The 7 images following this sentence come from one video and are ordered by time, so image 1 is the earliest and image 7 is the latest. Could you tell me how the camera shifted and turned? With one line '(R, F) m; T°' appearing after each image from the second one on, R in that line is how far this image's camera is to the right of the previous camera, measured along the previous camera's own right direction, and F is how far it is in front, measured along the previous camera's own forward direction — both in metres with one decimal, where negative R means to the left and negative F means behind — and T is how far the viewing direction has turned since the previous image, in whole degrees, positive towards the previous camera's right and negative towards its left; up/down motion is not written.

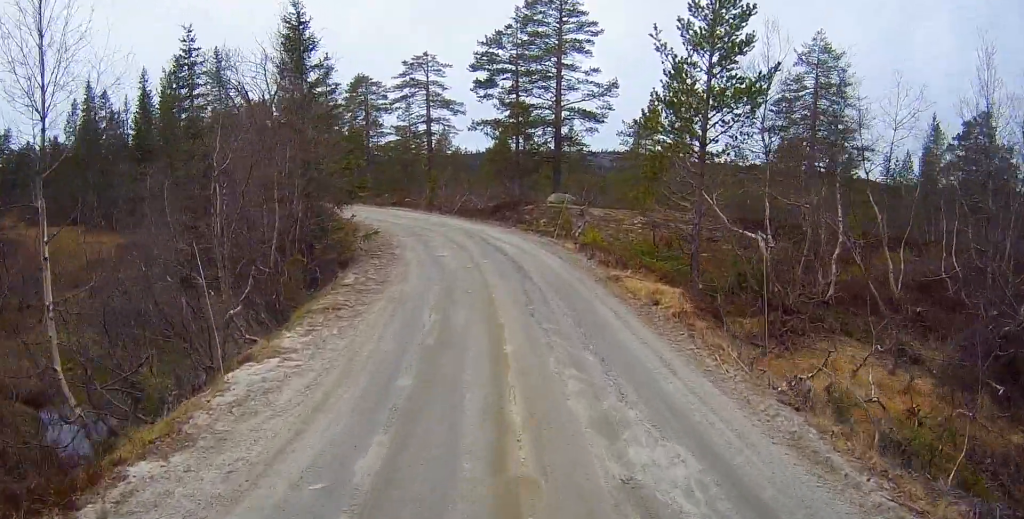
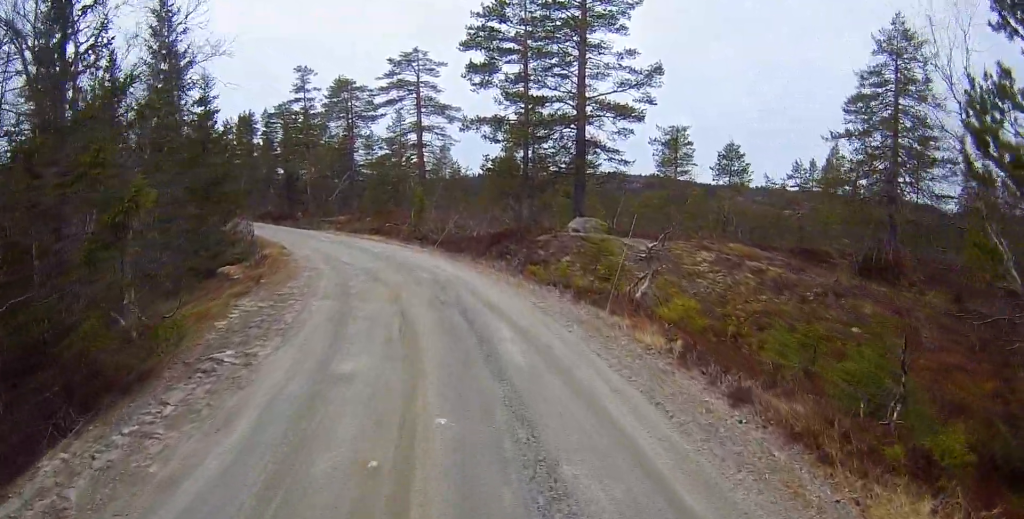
(+0.1, +10.1) m; -2°
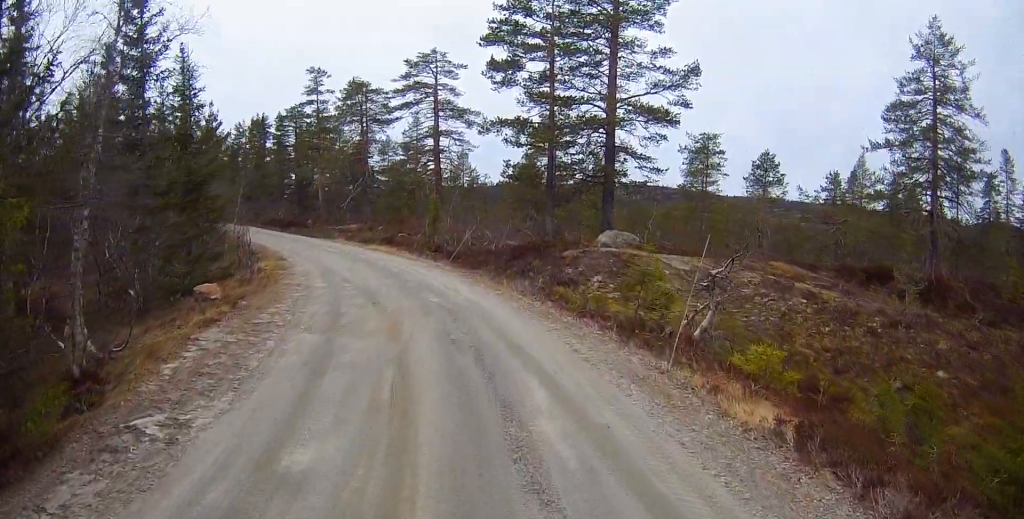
(-0.1, +2.3) m; -1°
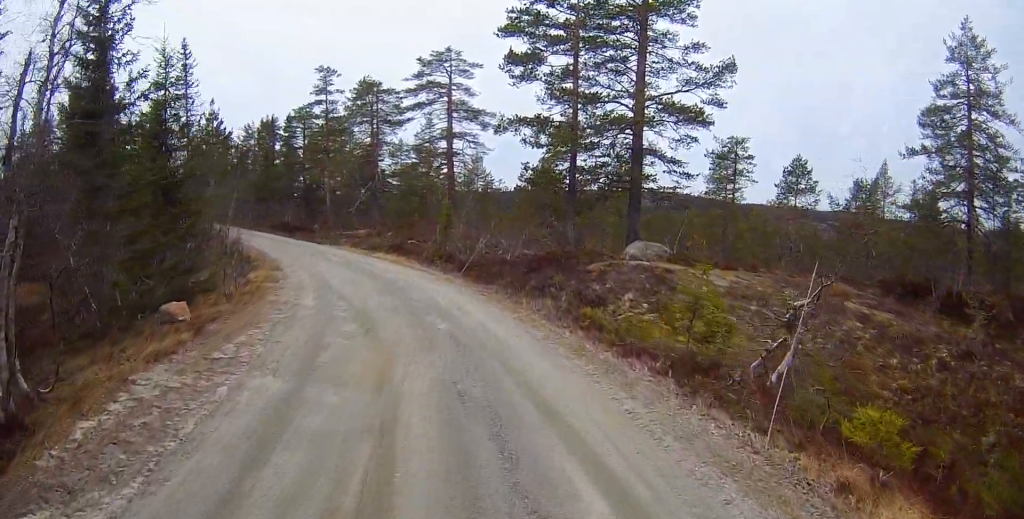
(0.0, +2.2) m; -2°
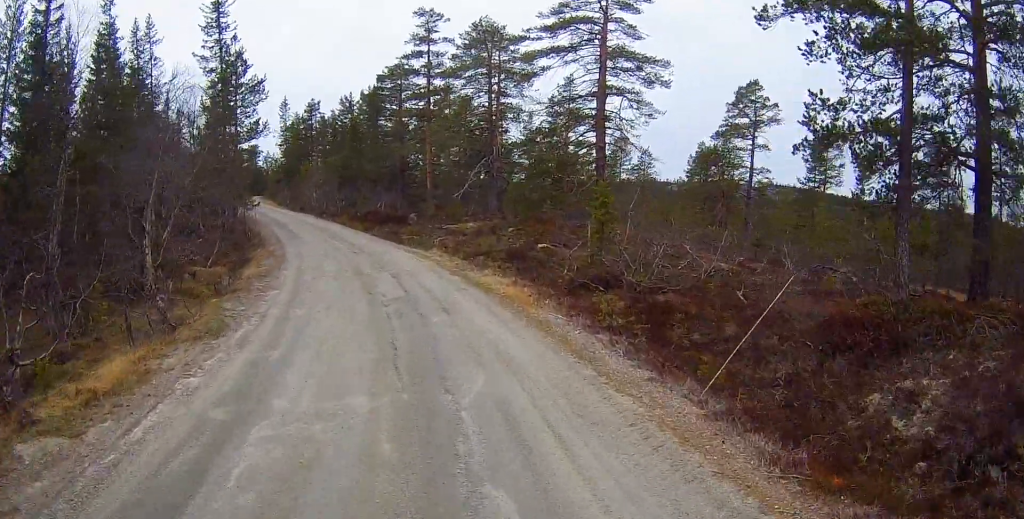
(-1.6, +13.8) m; -14°
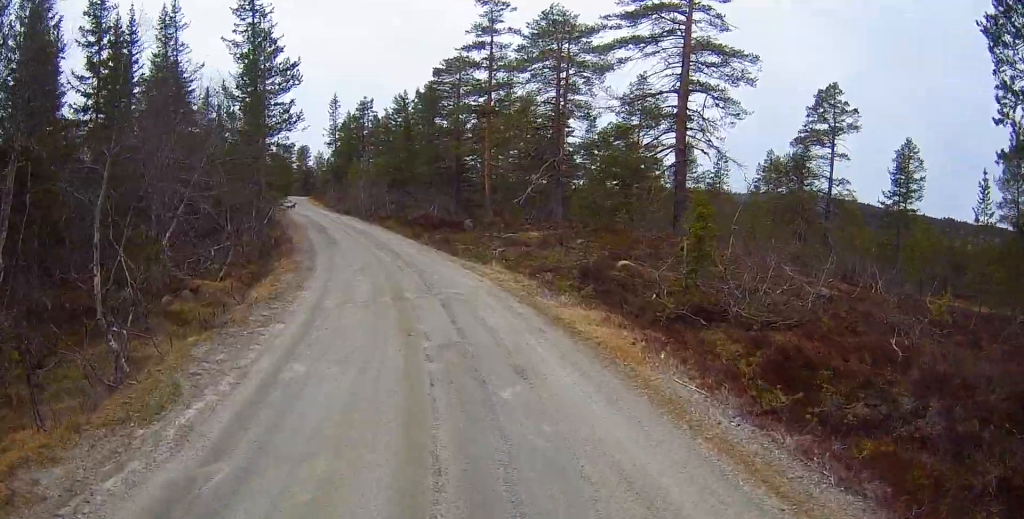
(-0.1, +3.9) m; -4°
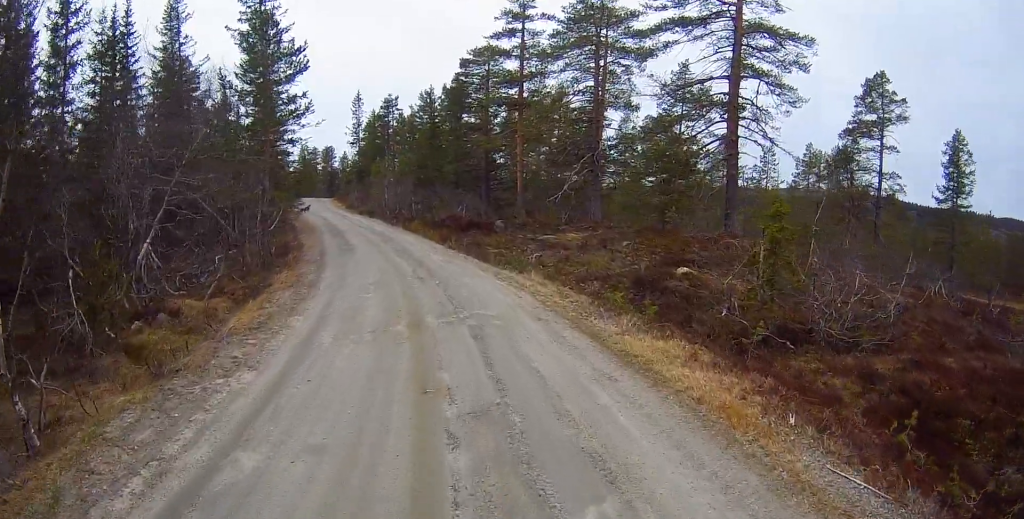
(-0.1, +3.0) m; -3°
